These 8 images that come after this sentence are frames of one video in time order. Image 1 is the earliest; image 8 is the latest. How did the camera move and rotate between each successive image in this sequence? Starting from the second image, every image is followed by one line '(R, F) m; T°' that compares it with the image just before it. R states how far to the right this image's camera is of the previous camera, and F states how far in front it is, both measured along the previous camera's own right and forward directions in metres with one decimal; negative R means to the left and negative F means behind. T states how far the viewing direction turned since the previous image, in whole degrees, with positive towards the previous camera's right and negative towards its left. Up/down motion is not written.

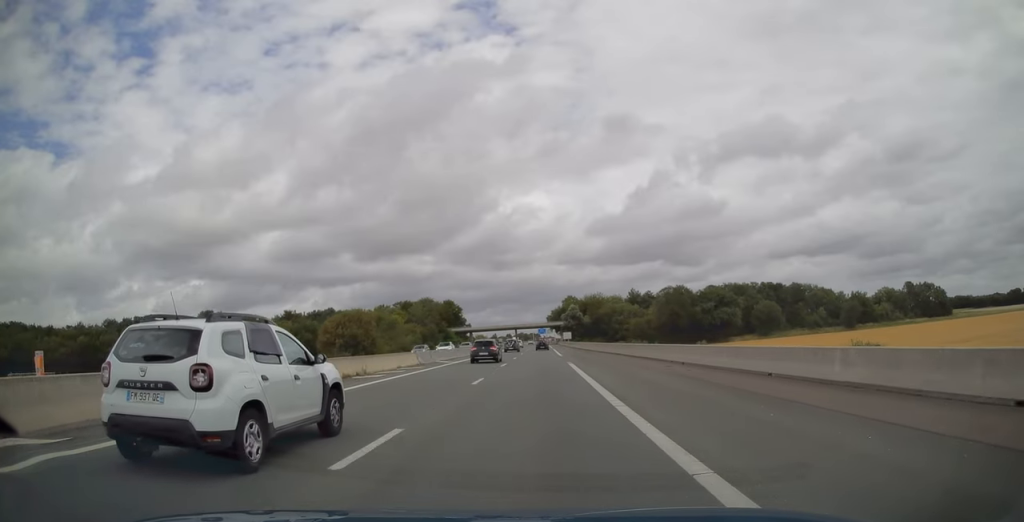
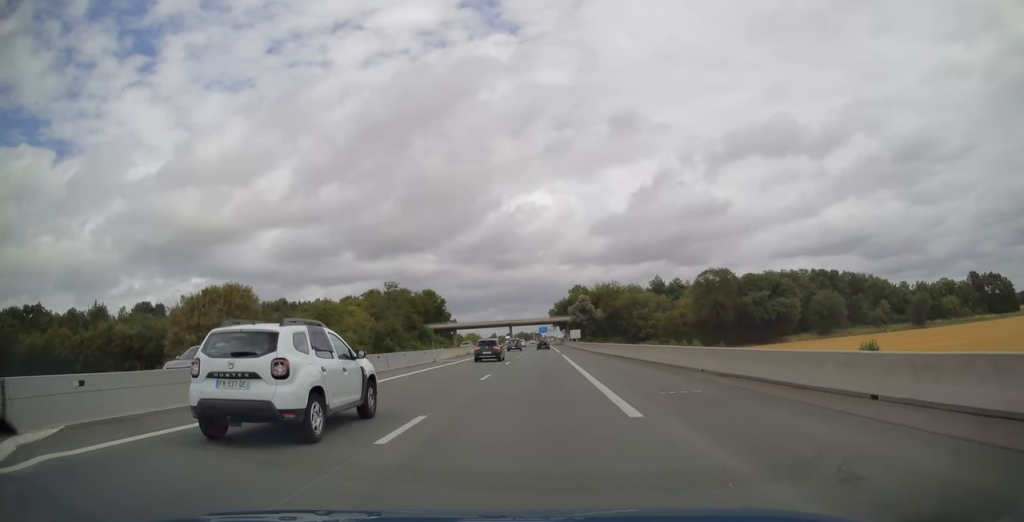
(-0.1, +37.1) m; 0°
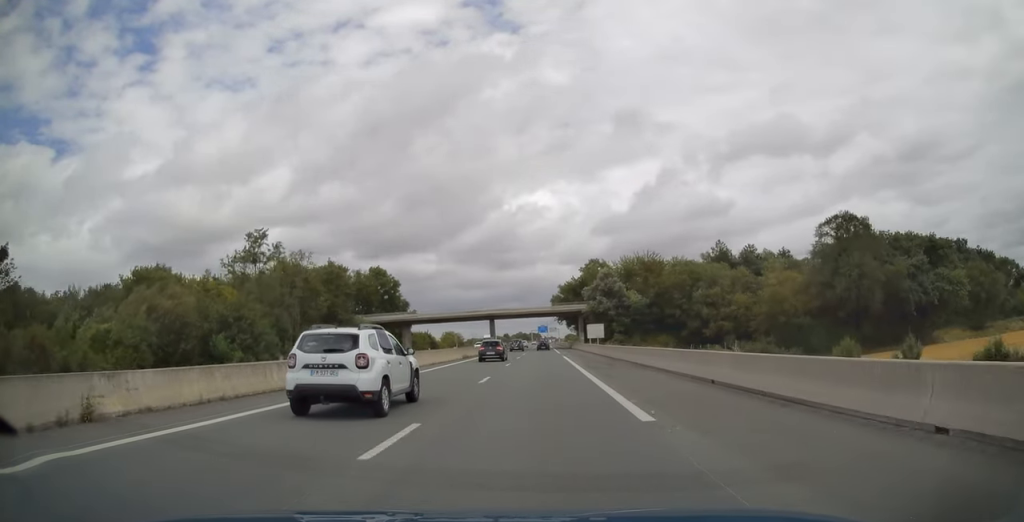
(+0.2, +53.1) m; 0°
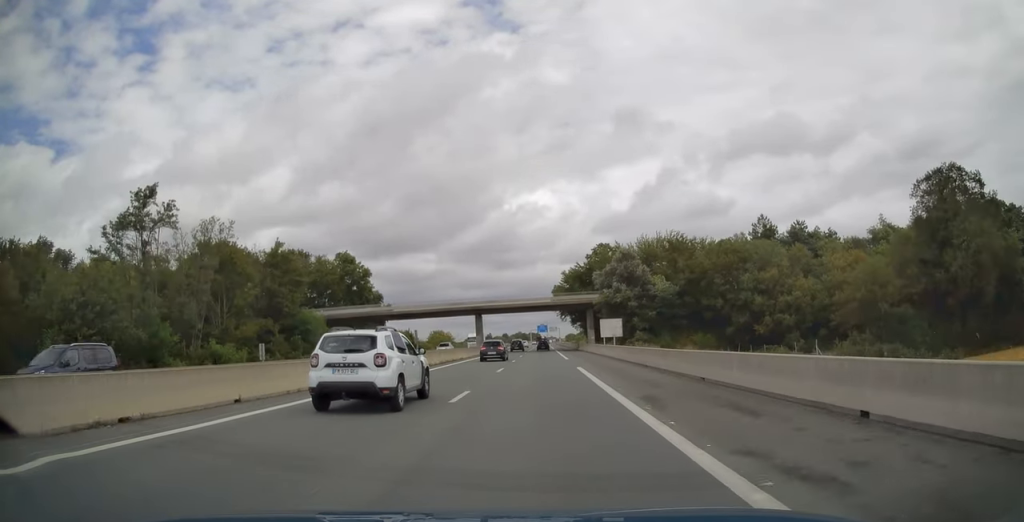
(-0.1, +19.3) m; 0°
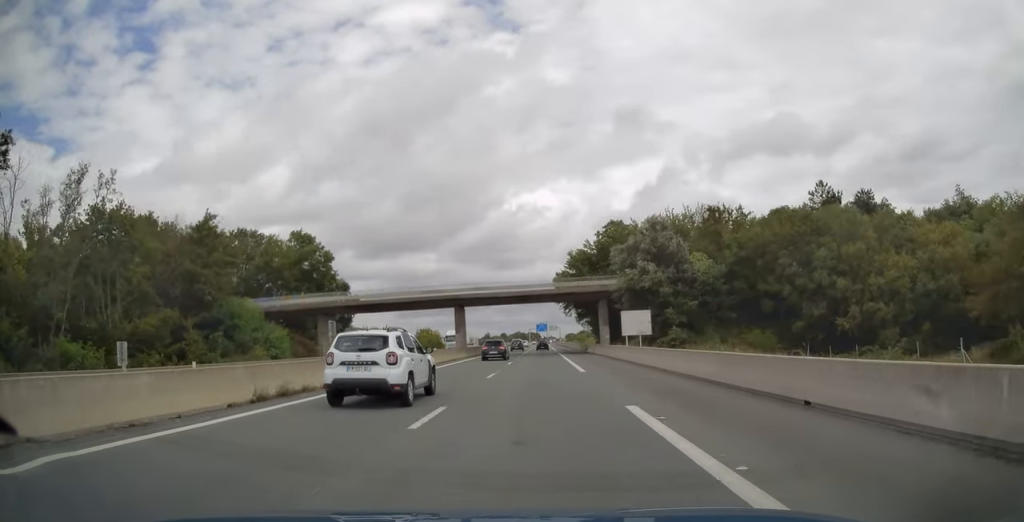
(0.0, +17.2) m; 0°
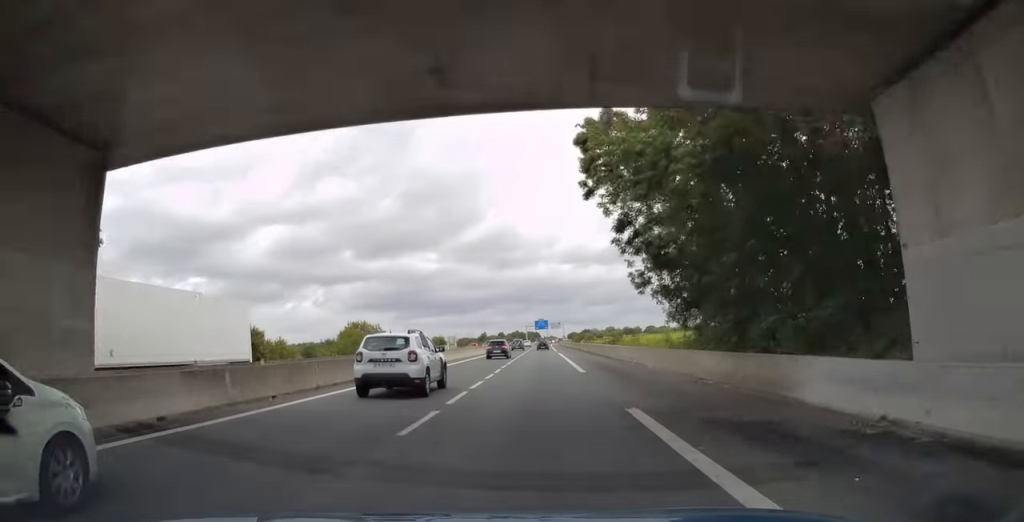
(0.0, +52.7) m; 0°
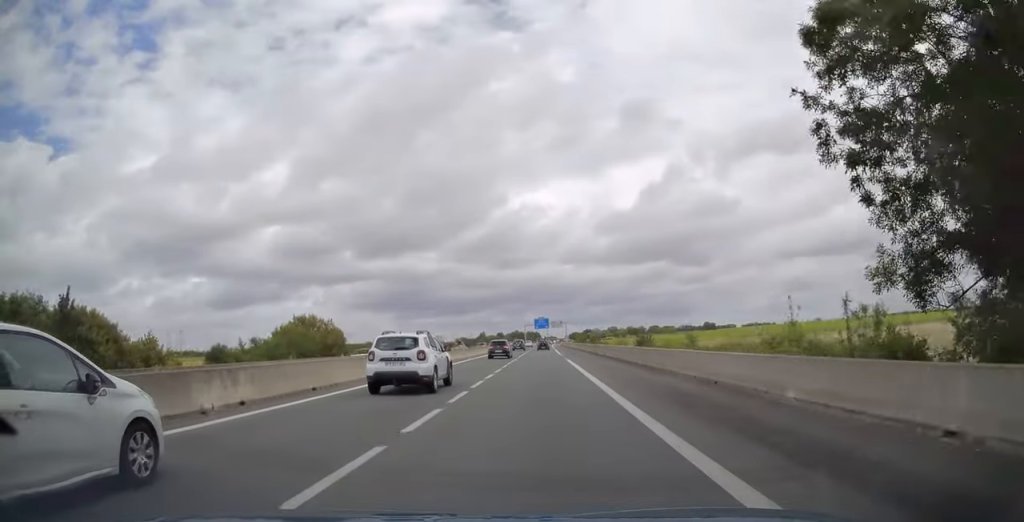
(0.0, +21.6) m; 0°
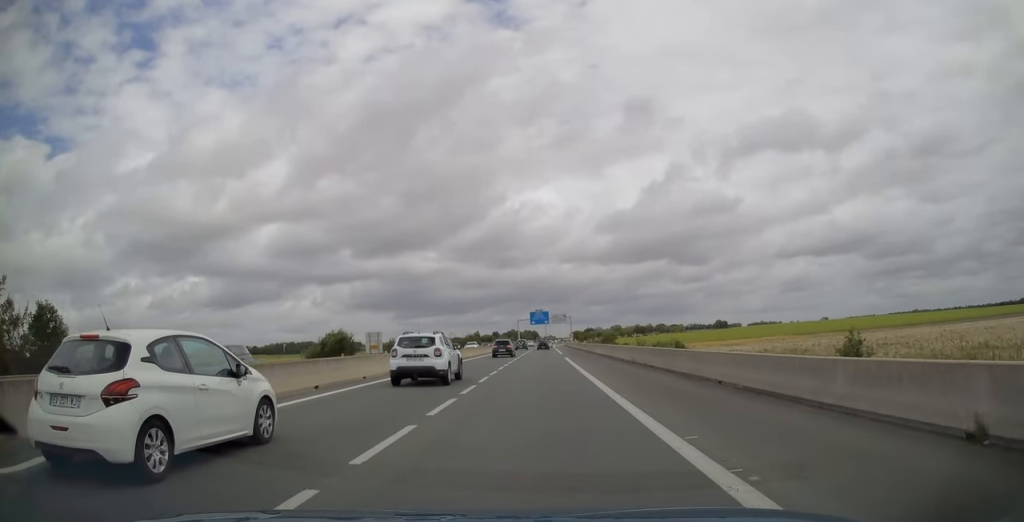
(-0.1, +50.1) m; 0°
